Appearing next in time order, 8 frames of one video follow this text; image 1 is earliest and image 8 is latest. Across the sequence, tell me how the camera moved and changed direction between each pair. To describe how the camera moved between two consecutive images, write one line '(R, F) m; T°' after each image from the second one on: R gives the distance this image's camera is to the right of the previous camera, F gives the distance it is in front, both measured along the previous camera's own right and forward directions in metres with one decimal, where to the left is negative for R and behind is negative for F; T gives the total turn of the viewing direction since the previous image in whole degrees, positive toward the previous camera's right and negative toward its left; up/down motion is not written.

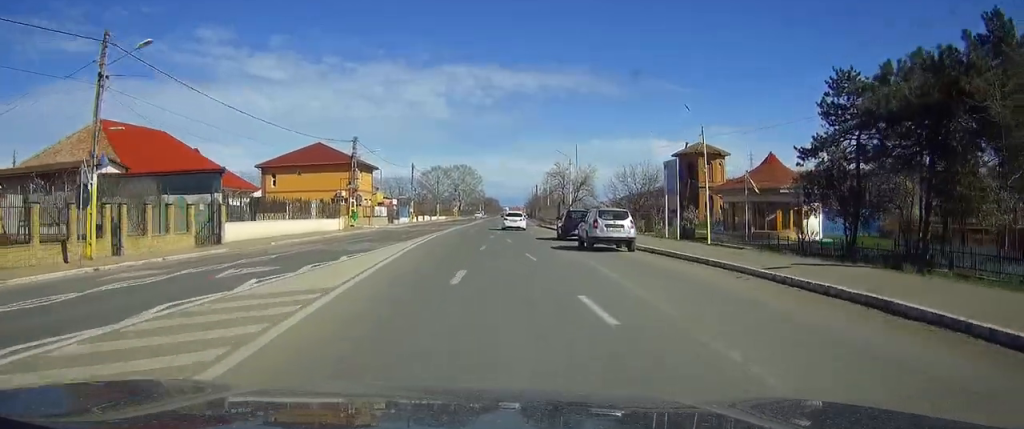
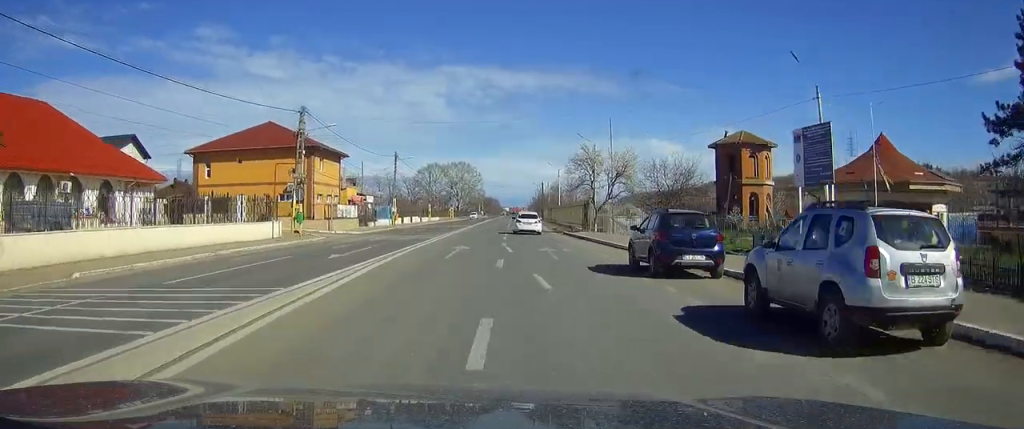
(0.0, +19.2) m; 0°
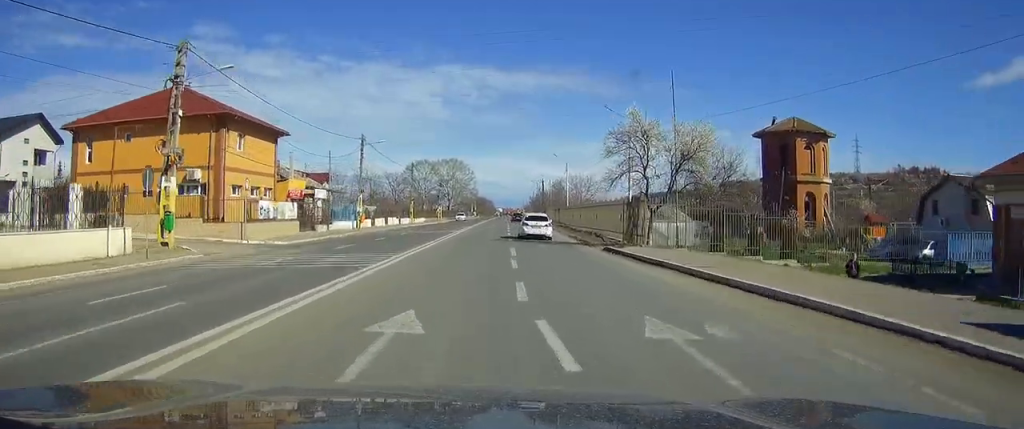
(0.0, +18.7) m; +1°
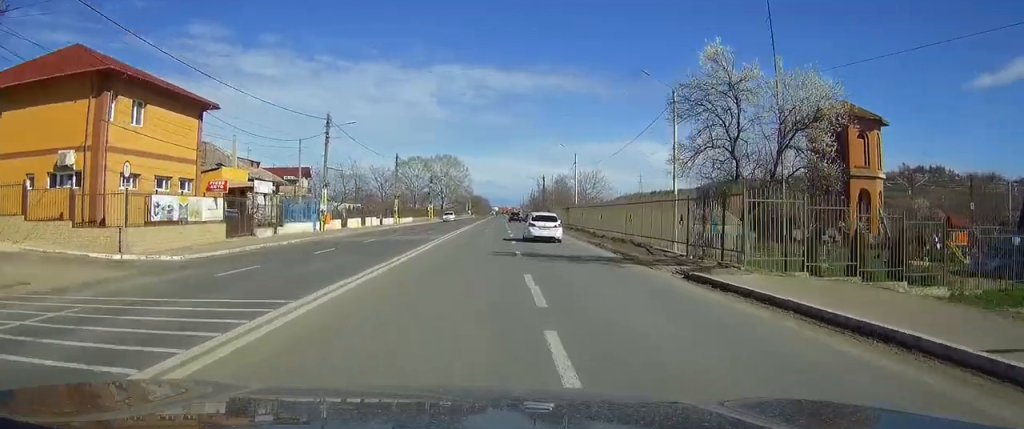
(0.0, +12.6) m; +1°
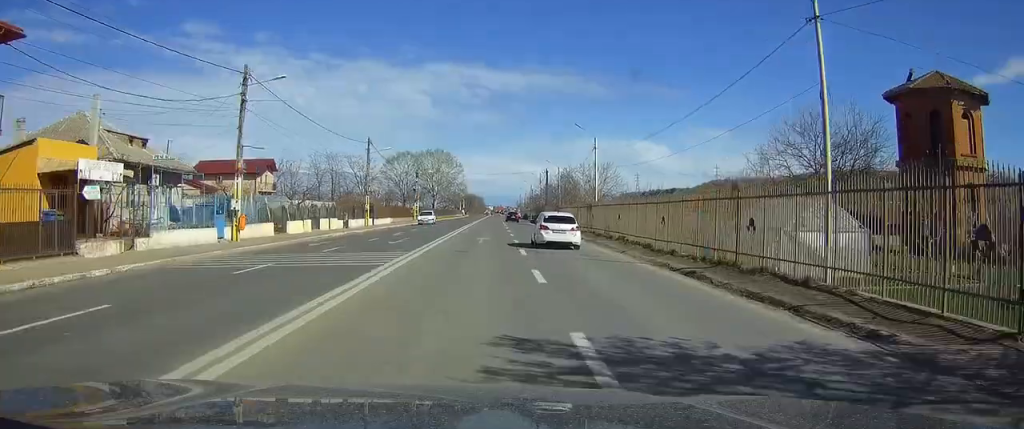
(+0.1, +17.3) m; 0°
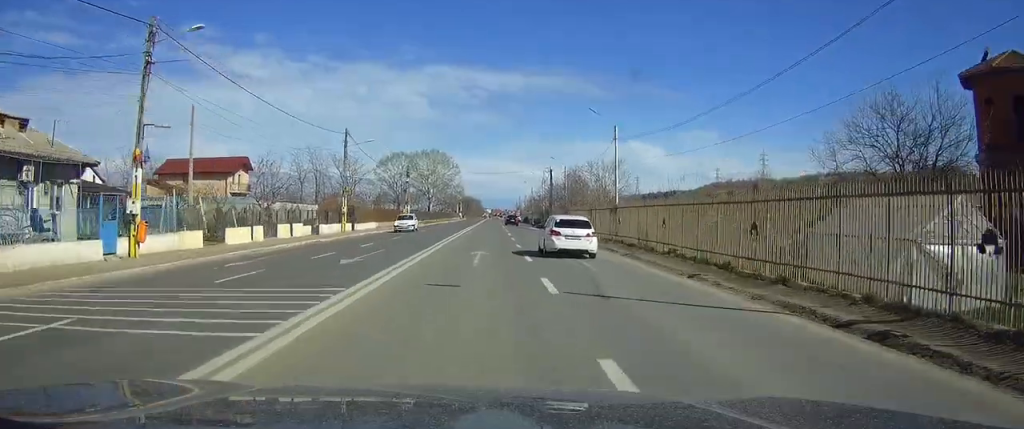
(0.0, +10.4) m; 0°
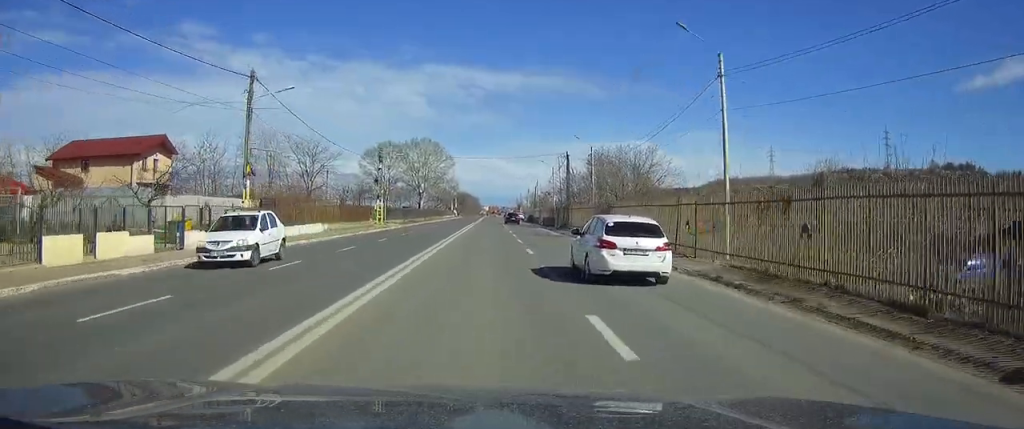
(0.0, +23.7) m; 0°
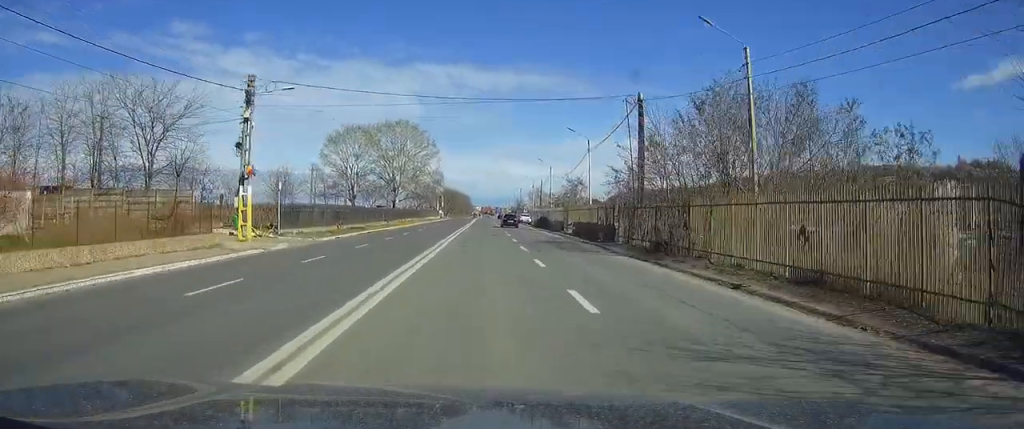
(+0.4, +40.4) m; +1°
